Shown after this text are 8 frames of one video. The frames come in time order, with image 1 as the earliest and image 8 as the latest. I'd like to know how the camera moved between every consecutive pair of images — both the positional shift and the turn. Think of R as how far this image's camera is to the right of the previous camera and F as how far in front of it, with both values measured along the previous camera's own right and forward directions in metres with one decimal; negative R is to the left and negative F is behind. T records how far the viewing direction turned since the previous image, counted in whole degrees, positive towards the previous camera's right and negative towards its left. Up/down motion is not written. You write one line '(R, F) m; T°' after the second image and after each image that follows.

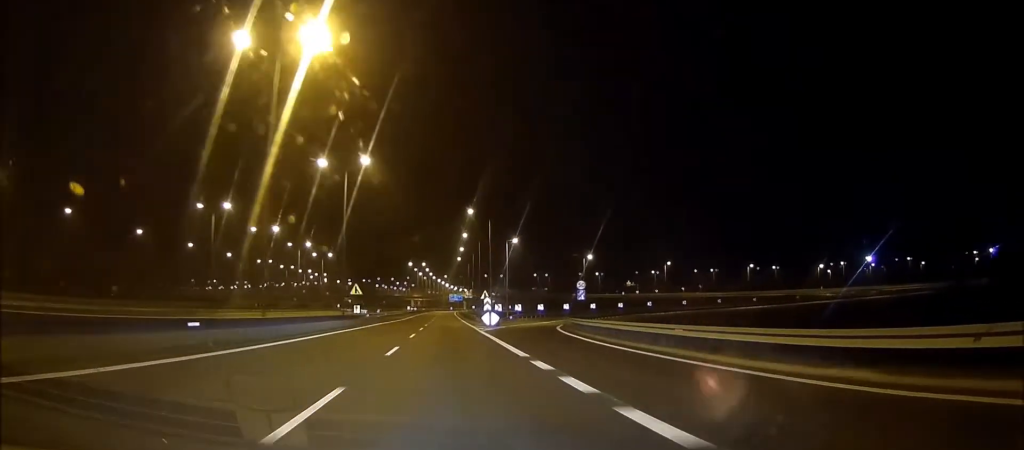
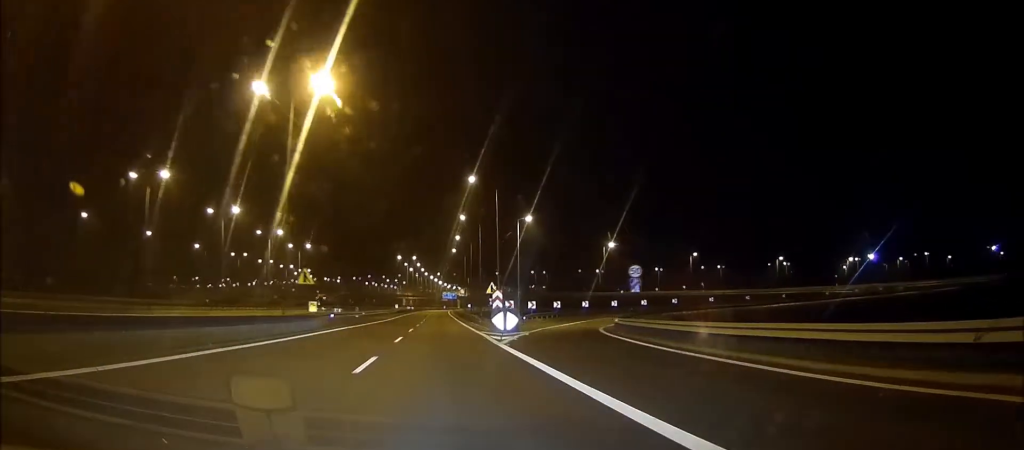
(-0.1, +17.5) m; 0°
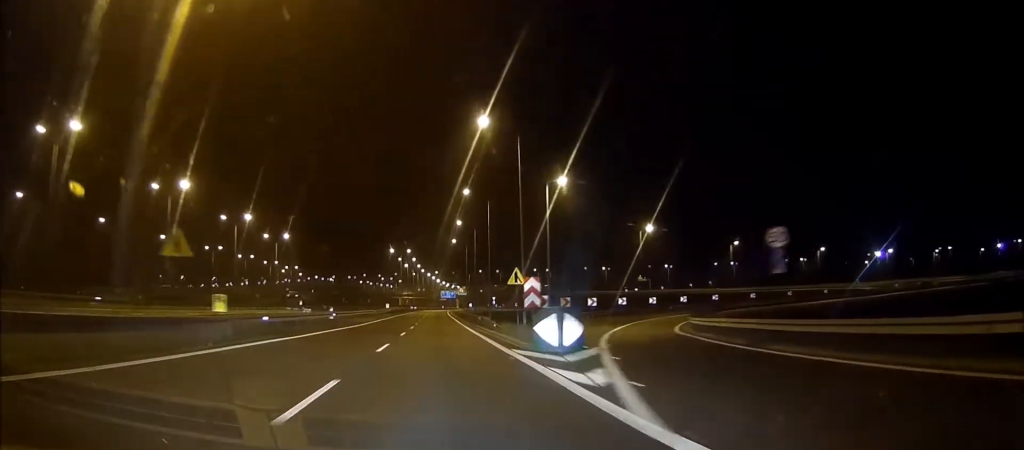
(0.0, +17.5) m; 0°
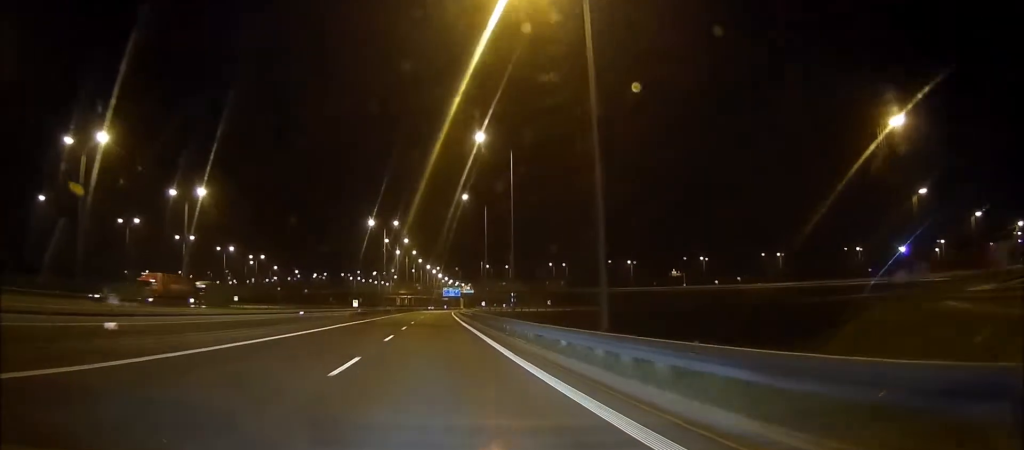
(+0.1, +43.2) m; 0°
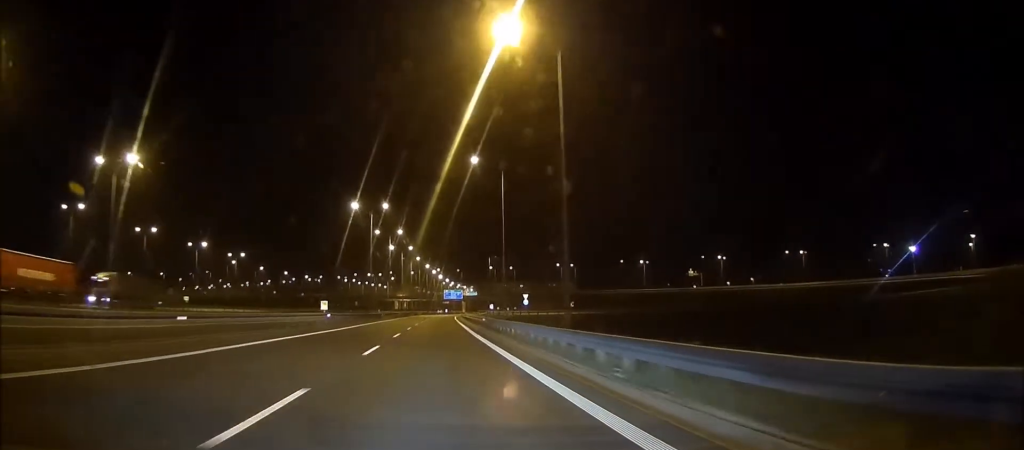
(0.0, +18.2) m; 0°
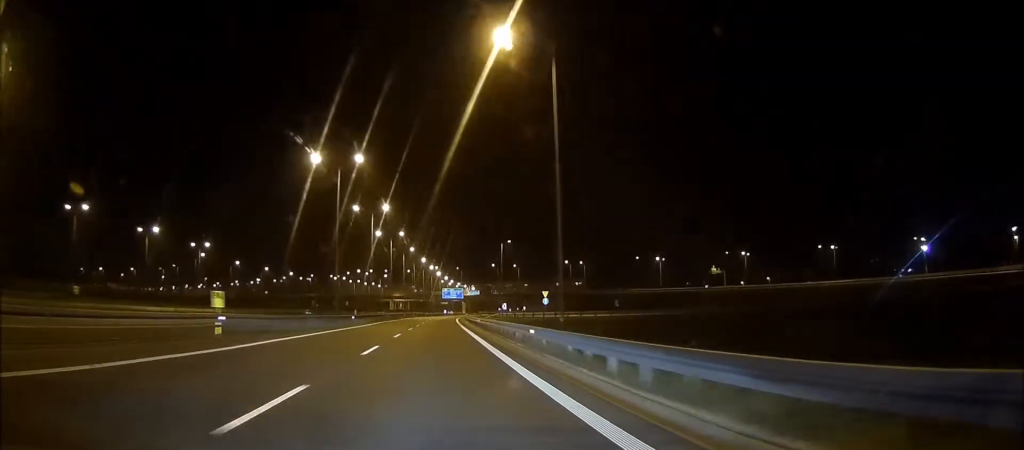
(0.0, +23.1) m; 0°
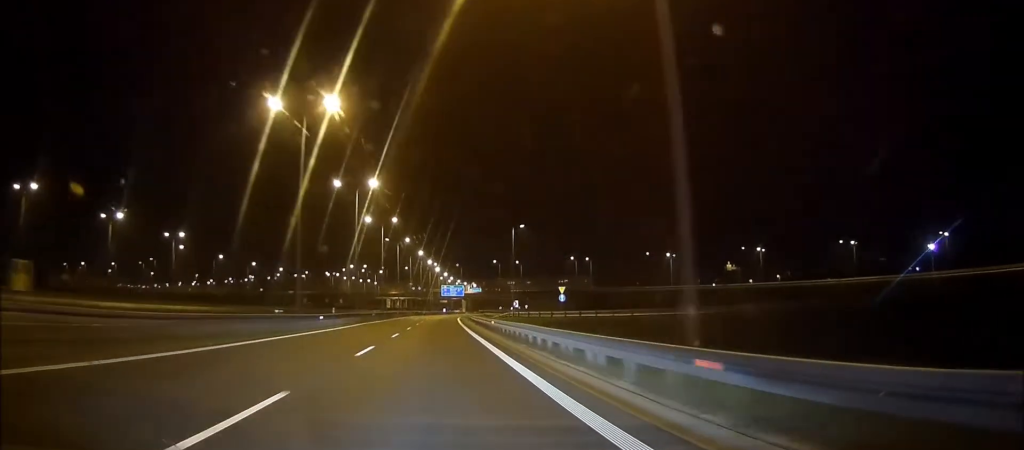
(+0.1, +13.1) m; 0°
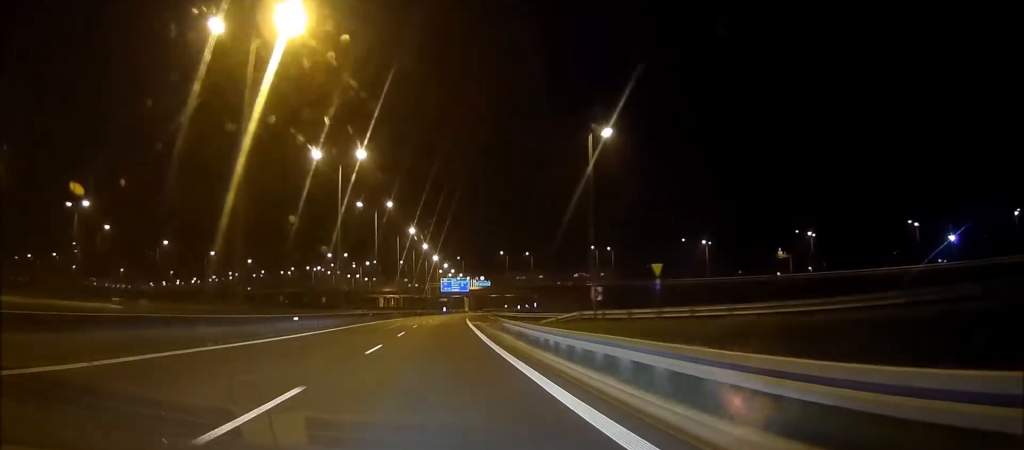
(+0.1, +35.1) m; +1°
